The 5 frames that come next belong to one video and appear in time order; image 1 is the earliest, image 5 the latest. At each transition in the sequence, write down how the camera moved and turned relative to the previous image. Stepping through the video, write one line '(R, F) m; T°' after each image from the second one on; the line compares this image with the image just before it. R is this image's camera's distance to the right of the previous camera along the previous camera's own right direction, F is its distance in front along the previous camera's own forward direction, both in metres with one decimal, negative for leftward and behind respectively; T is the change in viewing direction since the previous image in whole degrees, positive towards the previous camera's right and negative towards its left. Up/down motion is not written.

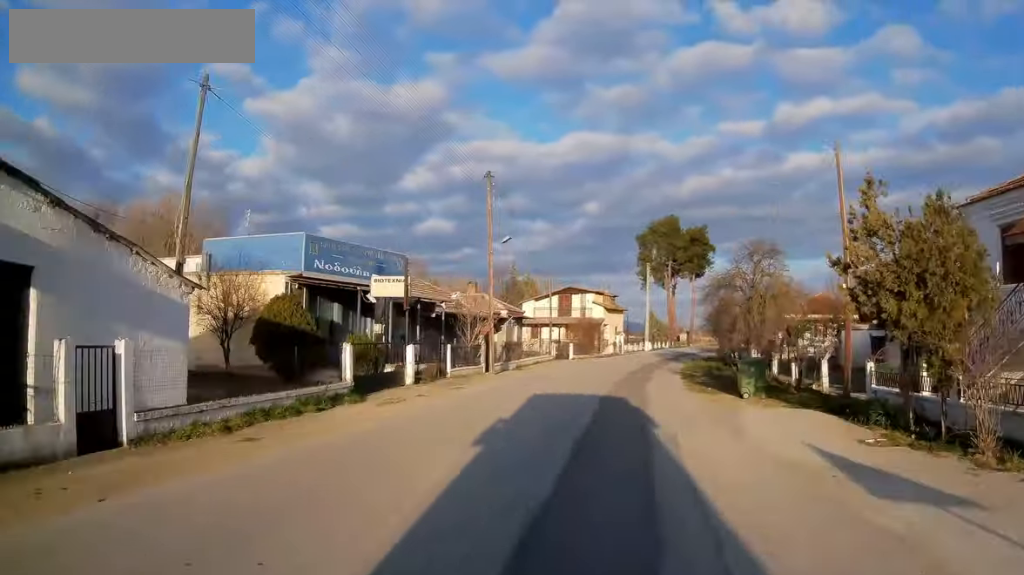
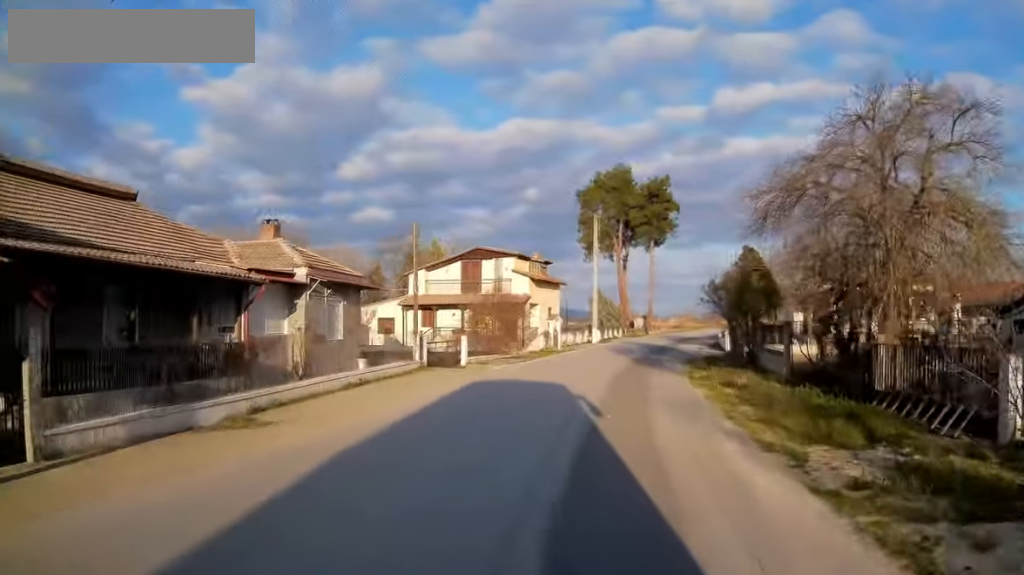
(+3.5, +24.2) m; +2°
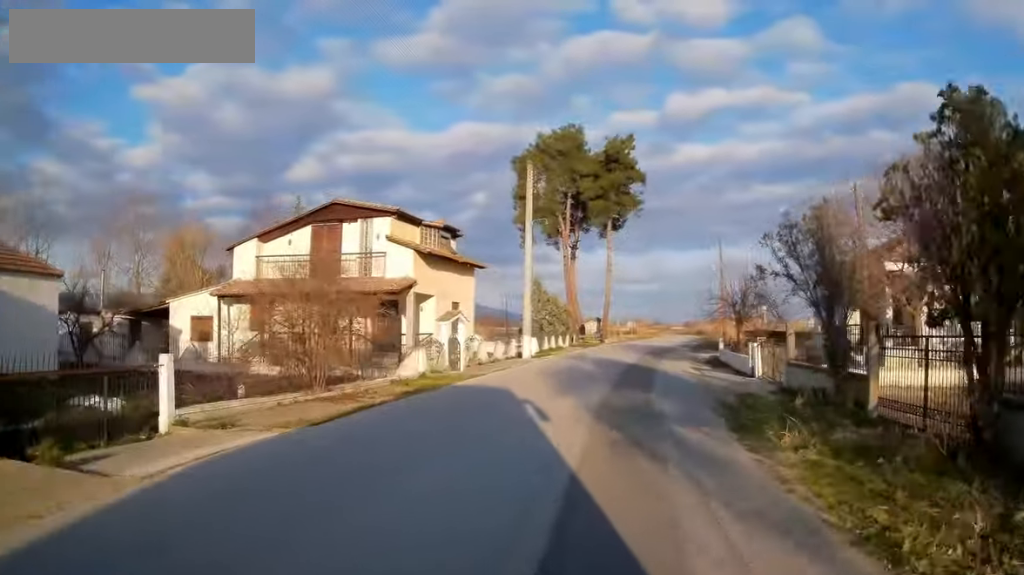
(+0.2, +18.0) m; +3°
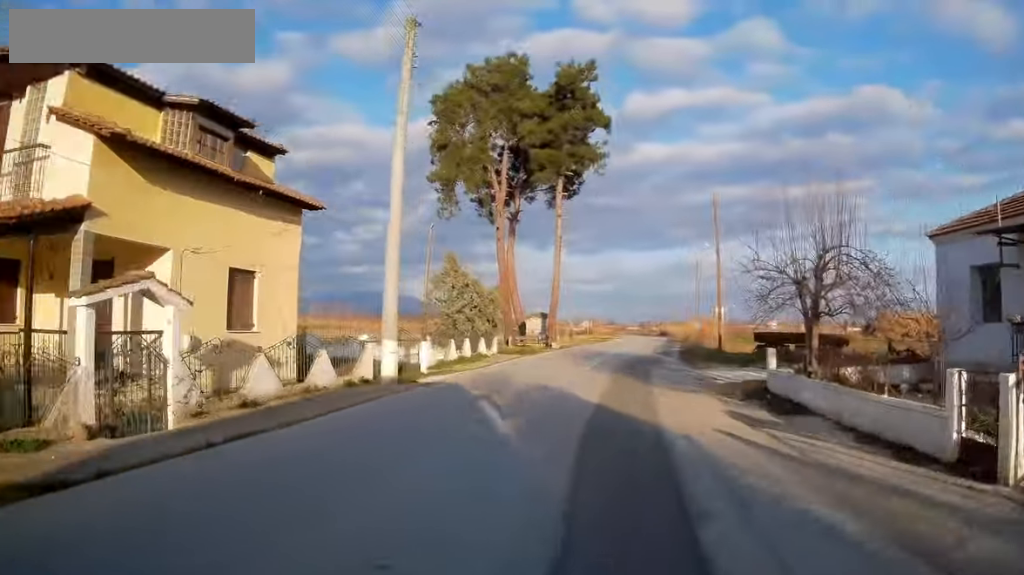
(+0.6, +15.5) m; +4°
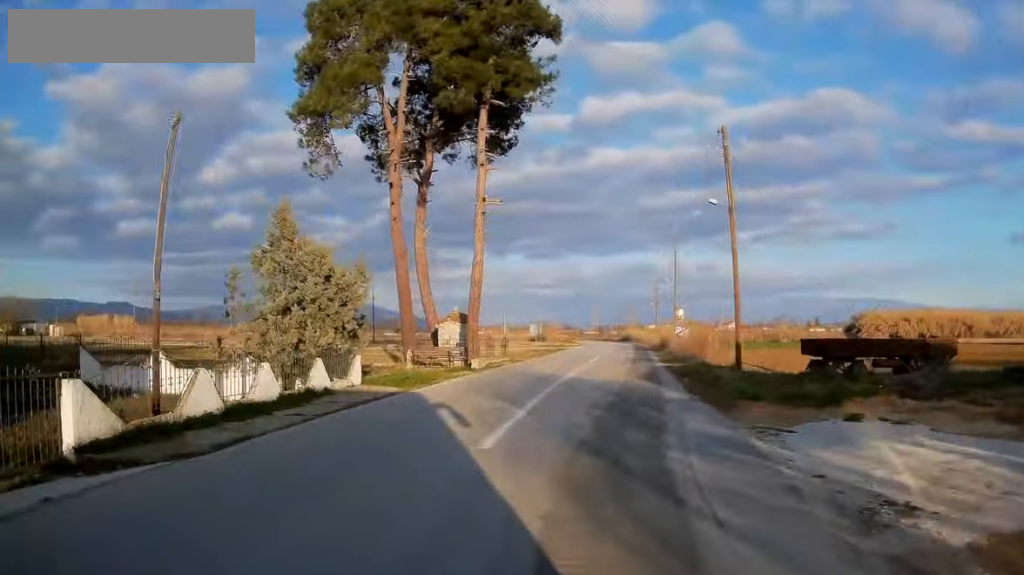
(+0.3, +14.7) m; +3°
